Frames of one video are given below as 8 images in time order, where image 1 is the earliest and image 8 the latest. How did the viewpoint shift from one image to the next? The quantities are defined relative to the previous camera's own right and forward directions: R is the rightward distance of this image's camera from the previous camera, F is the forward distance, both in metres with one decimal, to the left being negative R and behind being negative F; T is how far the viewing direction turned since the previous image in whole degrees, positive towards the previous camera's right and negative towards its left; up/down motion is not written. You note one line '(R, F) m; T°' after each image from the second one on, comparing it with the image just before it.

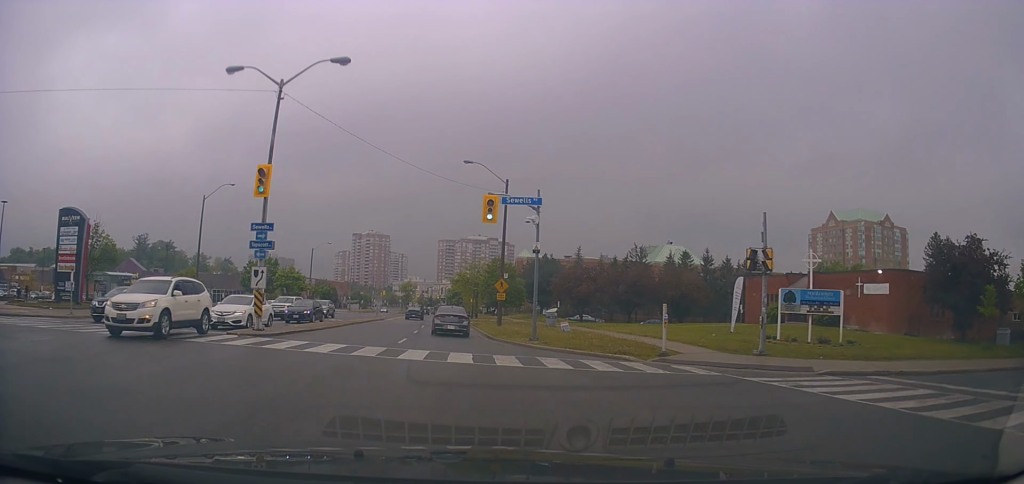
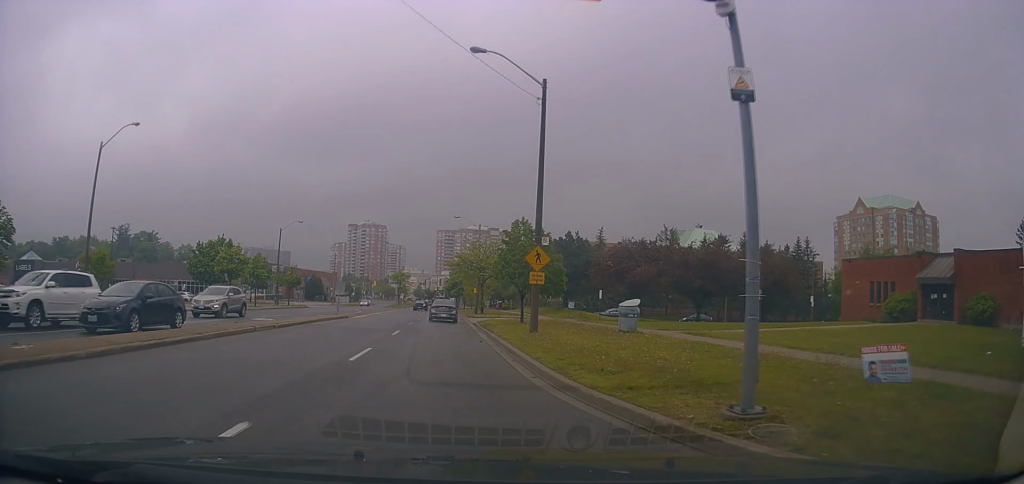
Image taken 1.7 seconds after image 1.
(-0.7, +16.4) m; -2°
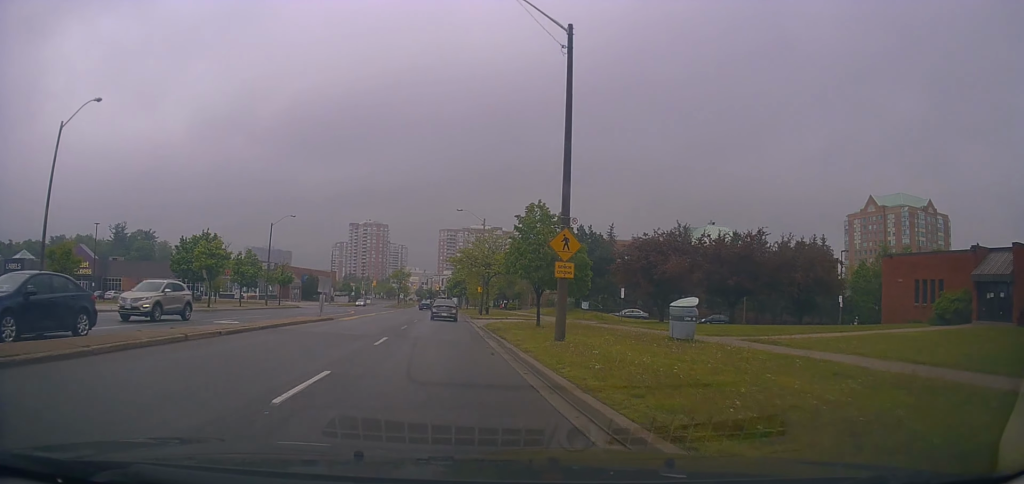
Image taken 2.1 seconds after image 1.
(-0.1, +4.4) m; 0°
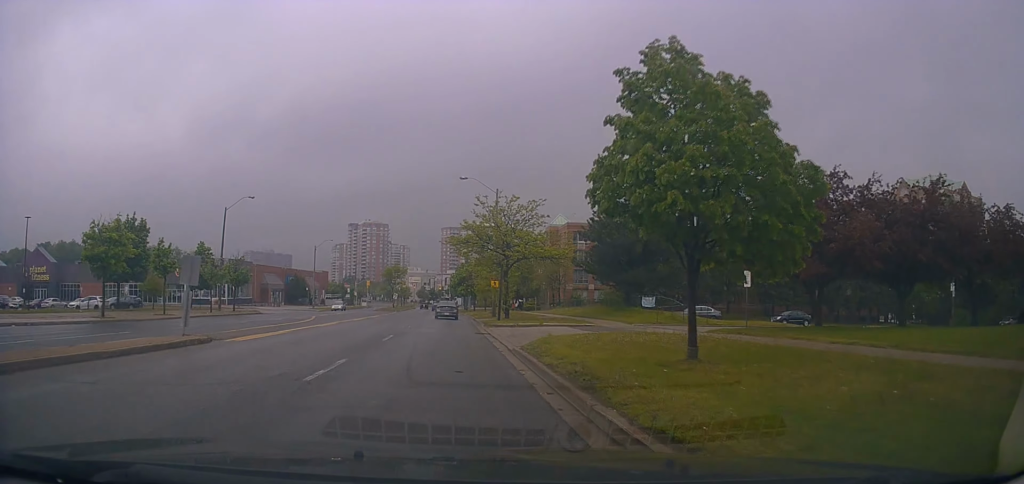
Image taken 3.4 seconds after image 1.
(+0.2, +15.5) m; 0°
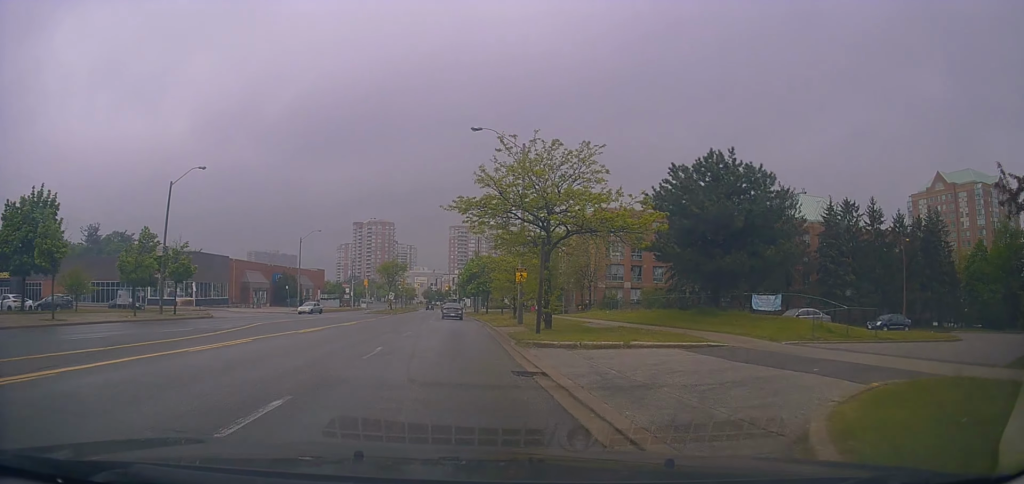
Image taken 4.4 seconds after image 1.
(-0.1, +13.1) m; +1°
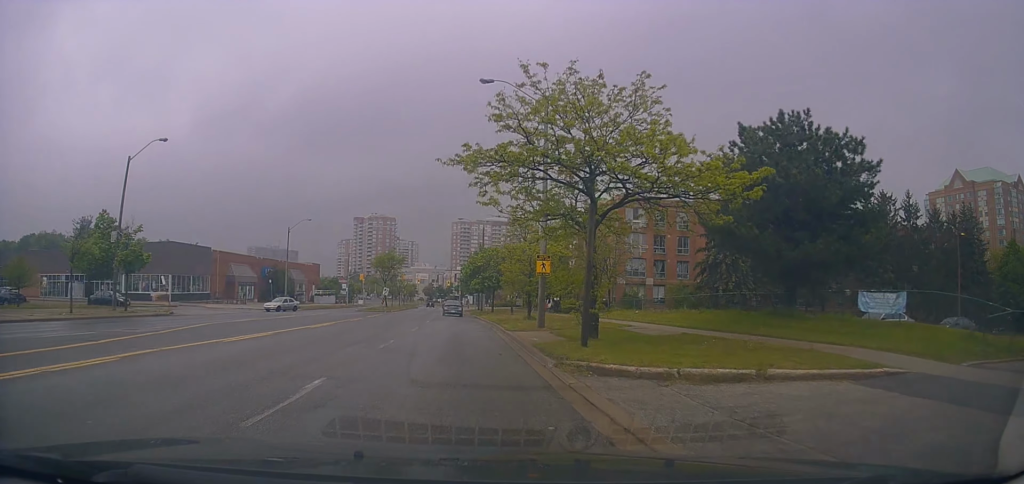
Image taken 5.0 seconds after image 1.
(+0.4, +7.5) m; +1°
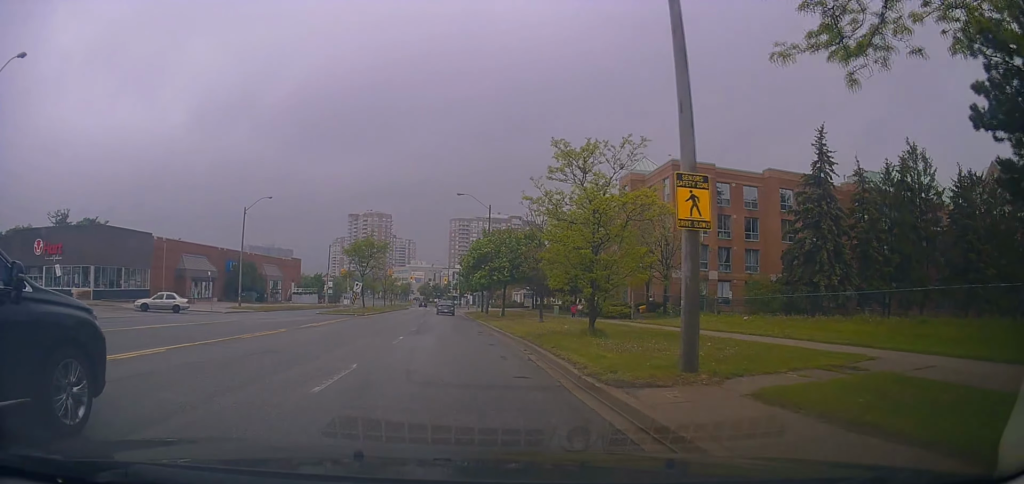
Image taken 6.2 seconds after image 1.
(-0.2, +15.9) m; -3°
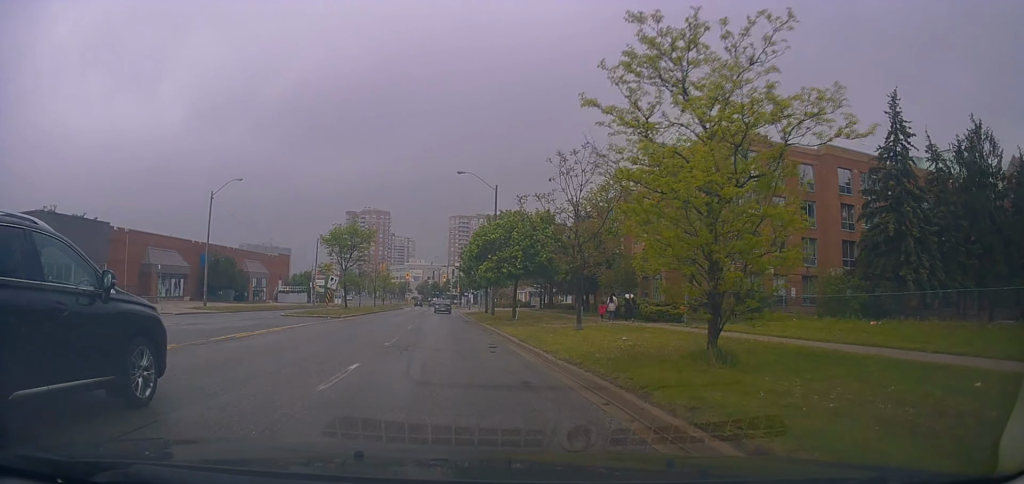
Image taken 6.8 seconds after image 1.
(-0.2, +8.5) m; -1°
